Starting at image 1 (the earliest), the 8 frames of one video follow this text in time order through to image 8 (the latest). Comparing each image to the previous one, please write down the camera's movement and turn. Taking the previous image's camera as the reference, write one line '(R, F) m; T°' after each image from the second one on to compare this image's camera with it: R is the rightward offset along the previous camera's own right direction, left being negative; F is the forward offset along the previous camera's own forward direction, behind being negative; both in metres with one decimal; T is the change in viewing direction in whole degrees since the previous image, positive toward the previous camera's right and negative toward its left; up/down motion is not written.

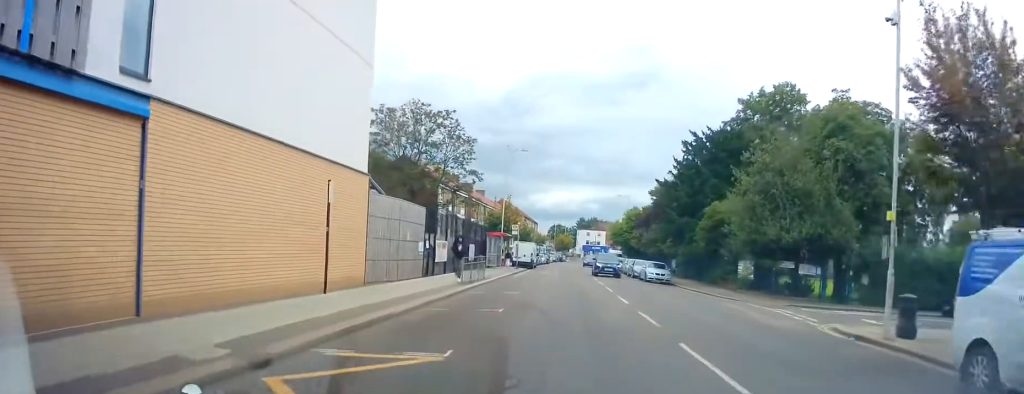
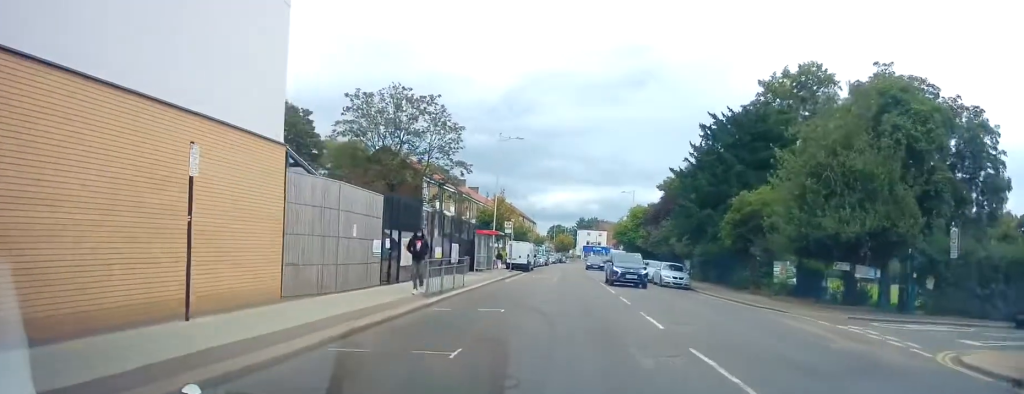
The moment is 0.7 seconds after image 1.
(+0.4, +5.7) m; 0°
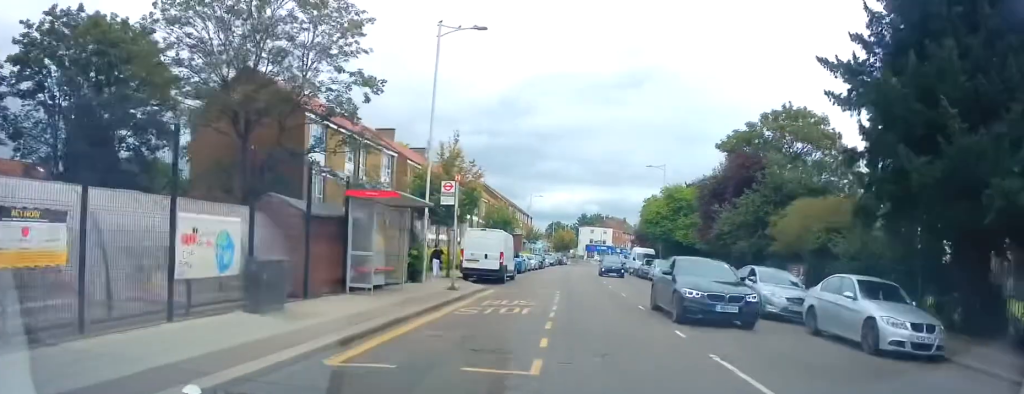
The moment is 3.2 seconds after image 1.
(+0.1, +22.4) m; 0°
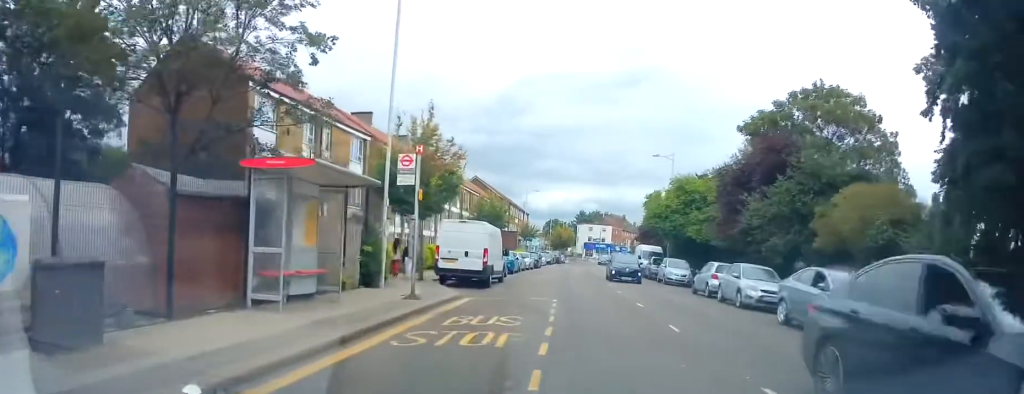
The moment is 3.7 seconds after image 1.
(-0.2, +5.0) m; -2°
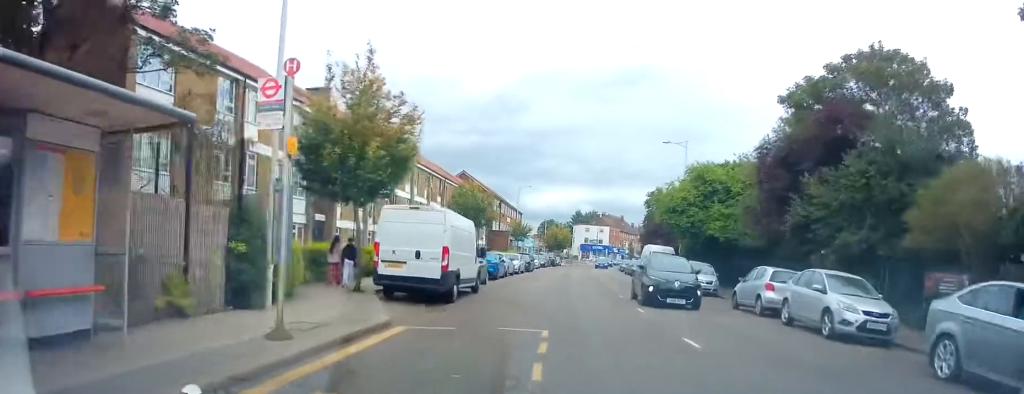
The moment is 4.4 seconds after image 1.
(-0.1, +6.9) m; +1°
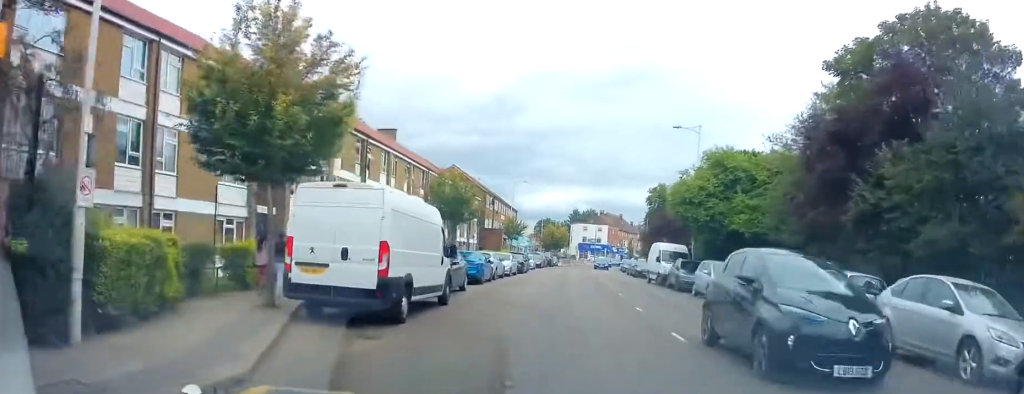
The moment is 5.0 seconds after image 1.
(-0.1, +5.1) m; +2°
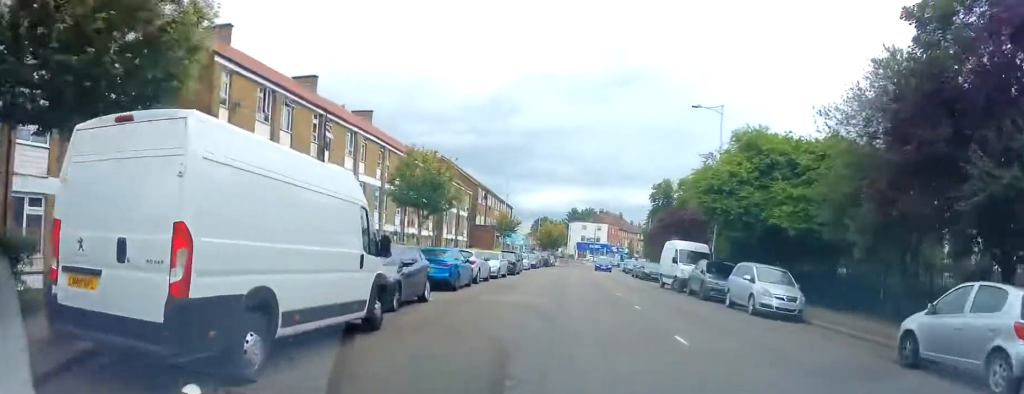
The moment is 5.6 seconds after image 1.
(+0.3, +5.7) m; 0°
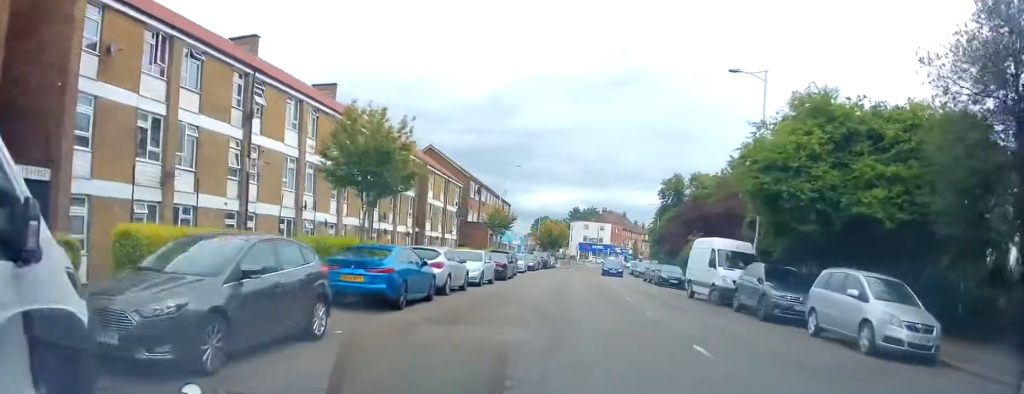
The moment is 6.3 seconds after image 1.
(0.0, +7.0) m; 0°
